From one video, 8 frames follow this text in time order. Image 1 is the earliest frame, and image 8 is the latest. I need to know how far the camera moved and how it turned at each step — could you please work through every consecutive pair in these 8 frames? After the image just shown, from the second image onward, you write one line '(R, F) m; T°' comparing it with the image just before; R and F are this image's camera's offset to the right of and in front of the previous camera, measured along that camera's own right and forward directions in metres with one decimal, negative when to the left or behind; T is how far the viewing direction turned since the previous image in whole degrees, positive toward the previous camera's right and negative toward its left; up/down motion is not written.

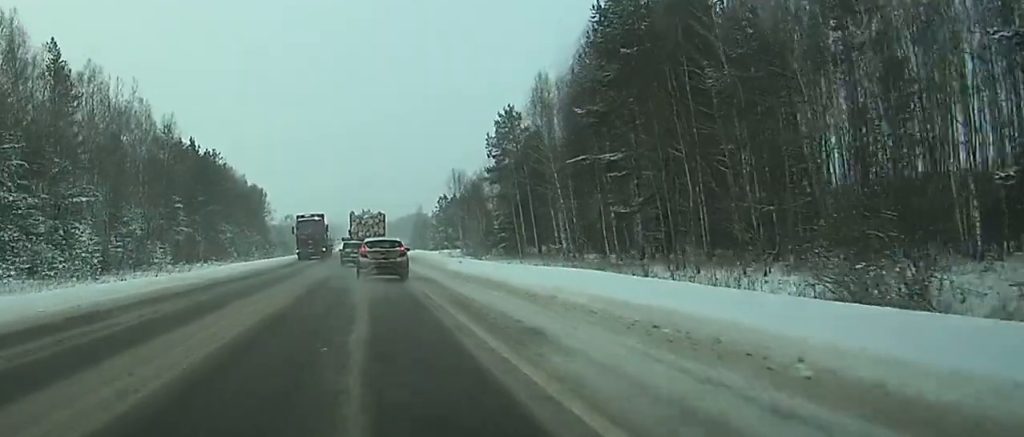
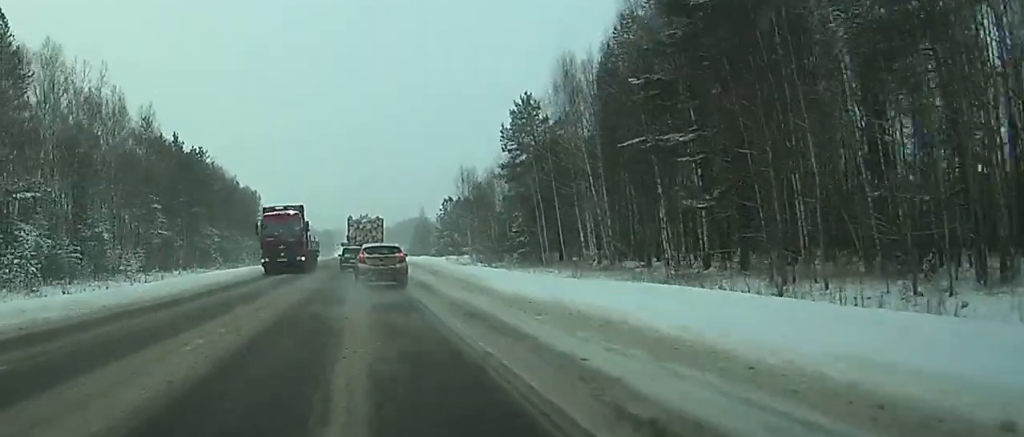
(-0.3, +15.4) m; 0°
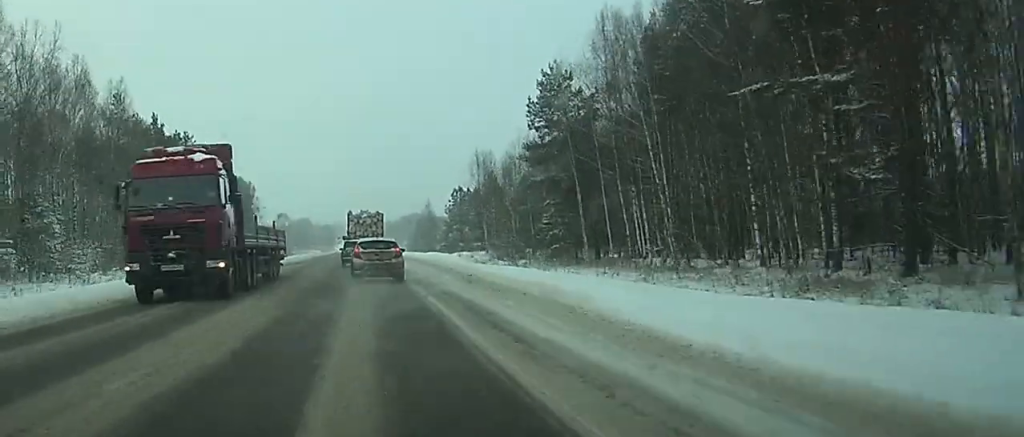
(+0.3, +17.3) m; +1°
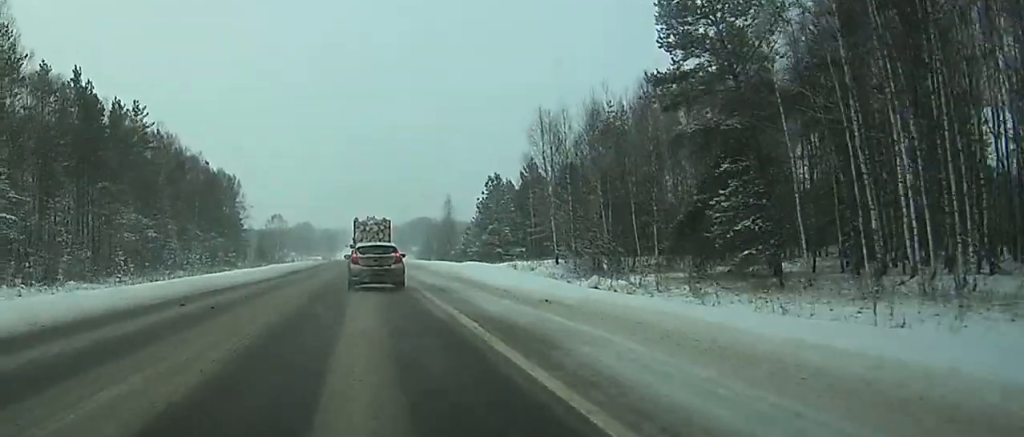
(+0.1, +40.5) m; 0°
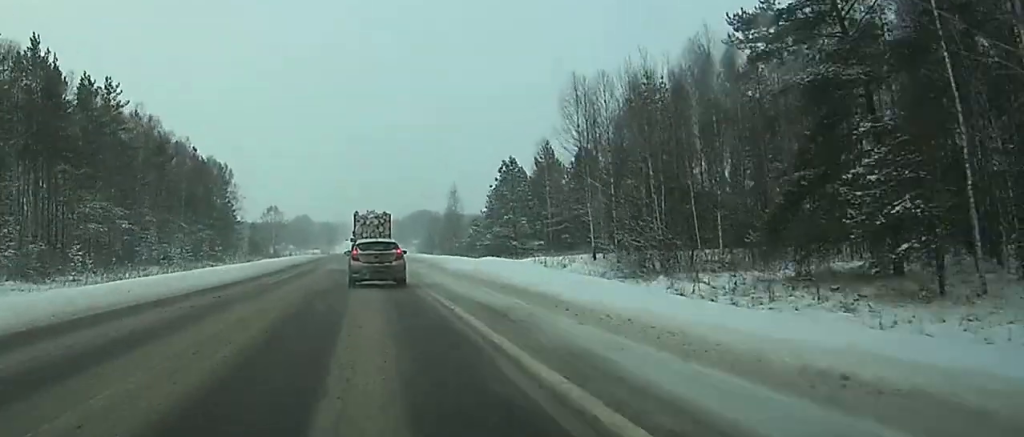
(0.0, +12.6) m; 0°
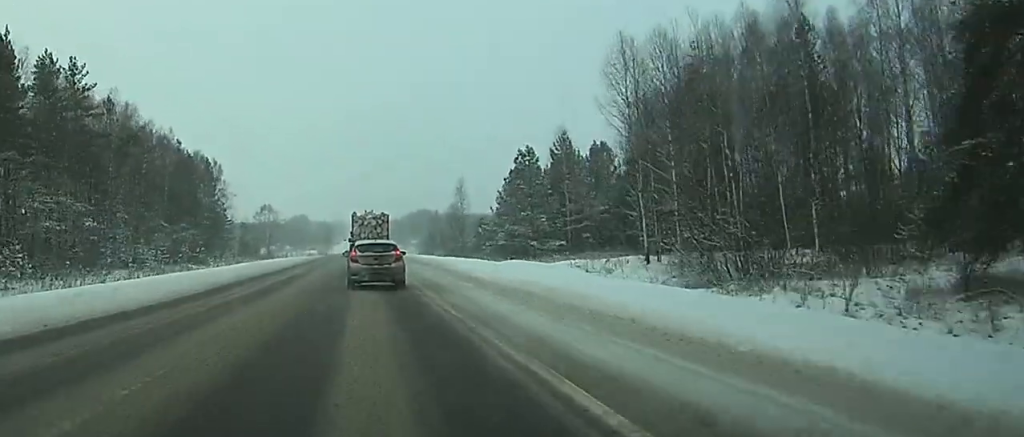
(0.0, +12.1) m; +2°
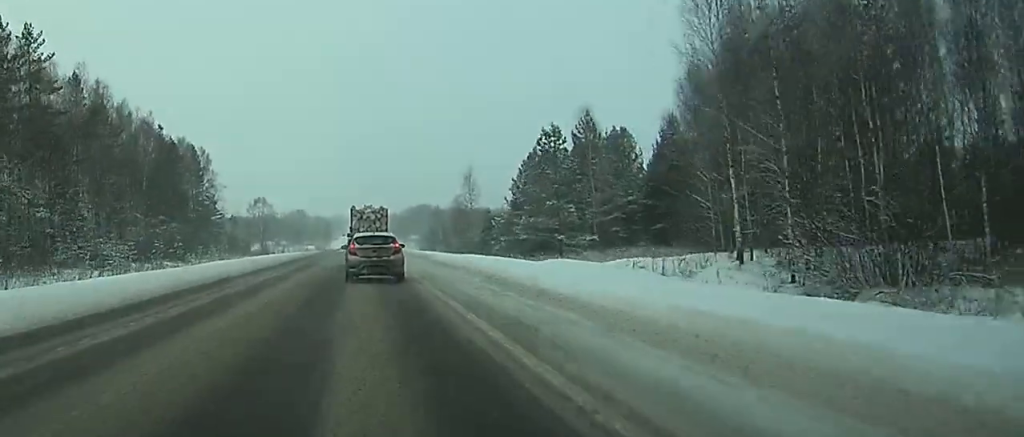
(-0.5, +12.7) m; +3°
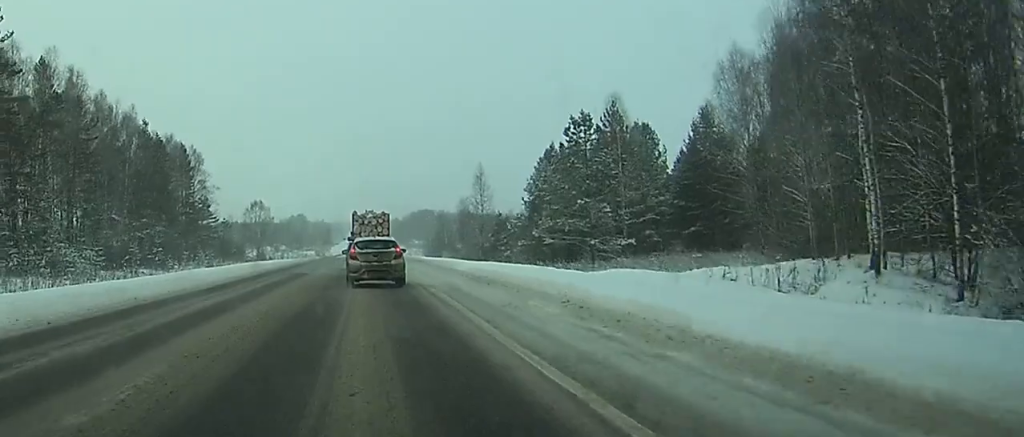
(+0.9, +9.8) m; 0°
